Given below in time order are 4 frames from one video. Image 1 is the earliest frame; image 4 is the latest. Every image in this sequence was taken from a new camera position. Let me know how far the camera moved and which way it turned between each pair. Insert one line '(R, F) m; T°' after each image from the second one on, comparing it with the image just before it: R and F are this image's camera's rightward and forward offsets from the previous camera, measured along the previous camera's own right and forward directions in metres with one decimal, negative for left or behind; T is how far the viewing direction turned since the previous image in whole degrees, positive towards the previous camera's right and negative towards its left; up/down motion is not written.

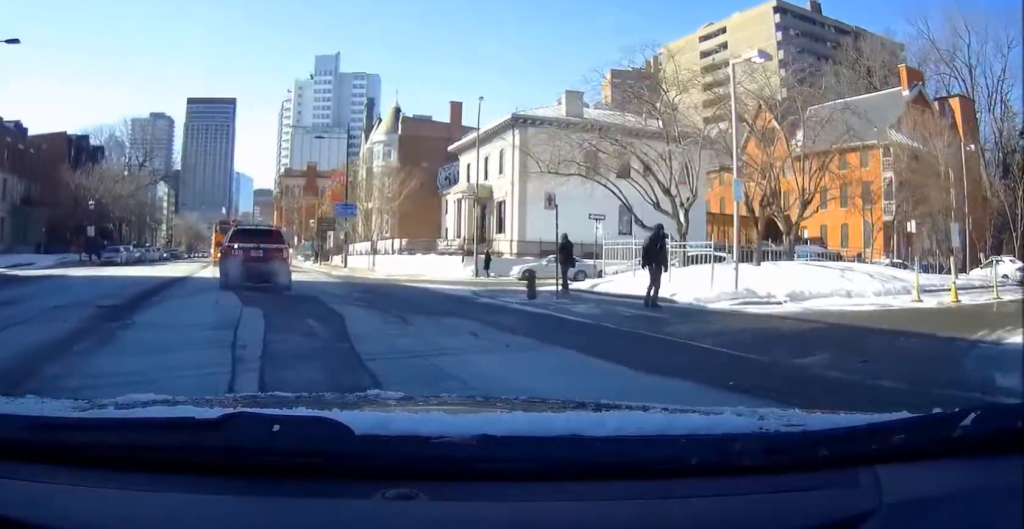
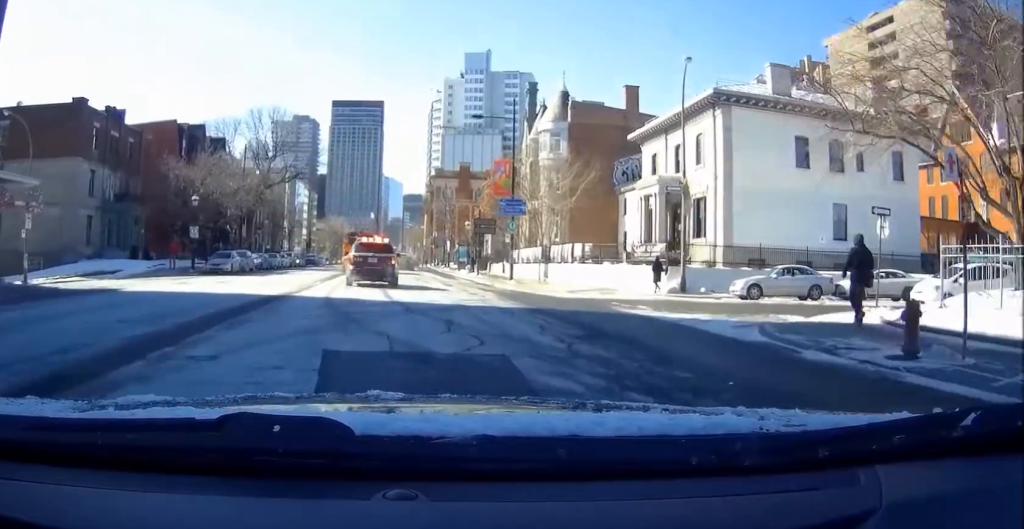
(-1.3, +11.4) m; -9°
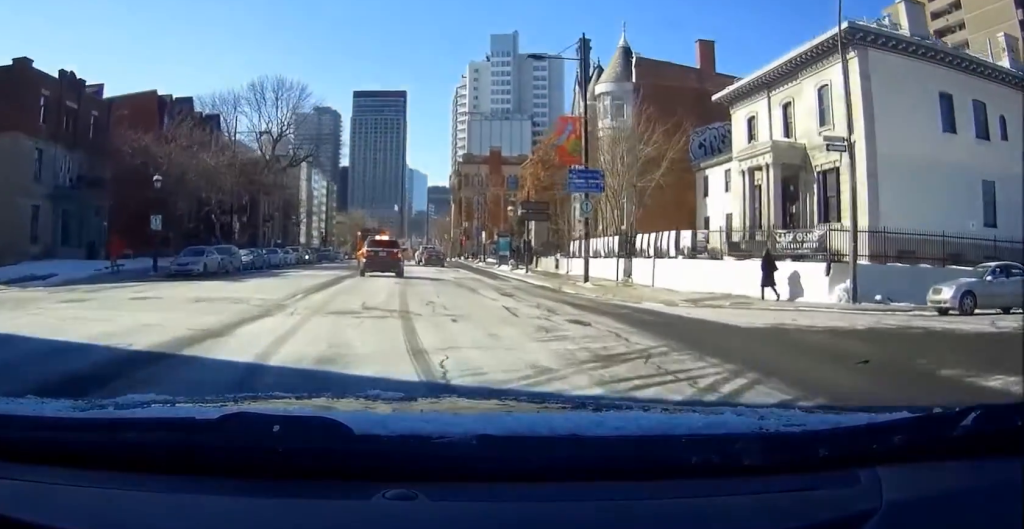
(+0.2, +13.6) m; +1°
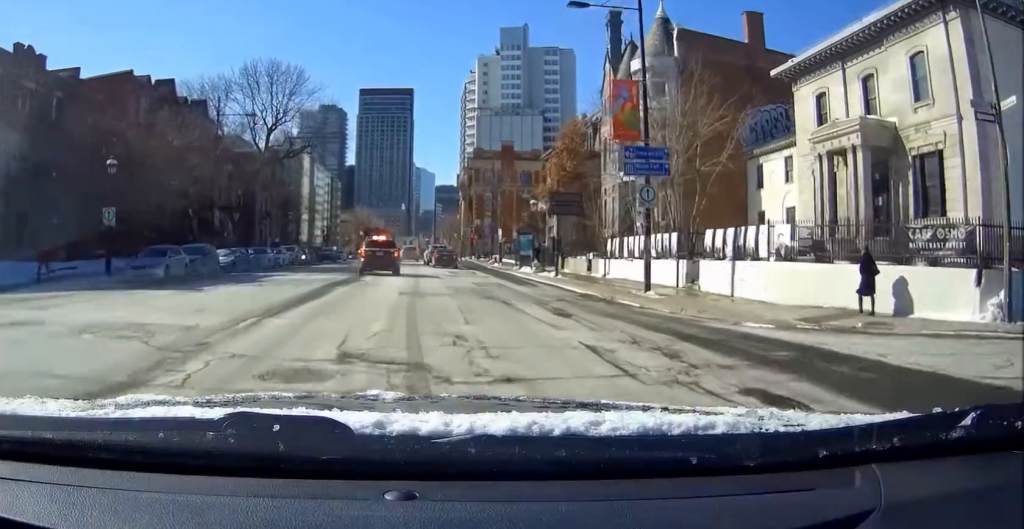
(+0.1, +7.7) m; 0°
